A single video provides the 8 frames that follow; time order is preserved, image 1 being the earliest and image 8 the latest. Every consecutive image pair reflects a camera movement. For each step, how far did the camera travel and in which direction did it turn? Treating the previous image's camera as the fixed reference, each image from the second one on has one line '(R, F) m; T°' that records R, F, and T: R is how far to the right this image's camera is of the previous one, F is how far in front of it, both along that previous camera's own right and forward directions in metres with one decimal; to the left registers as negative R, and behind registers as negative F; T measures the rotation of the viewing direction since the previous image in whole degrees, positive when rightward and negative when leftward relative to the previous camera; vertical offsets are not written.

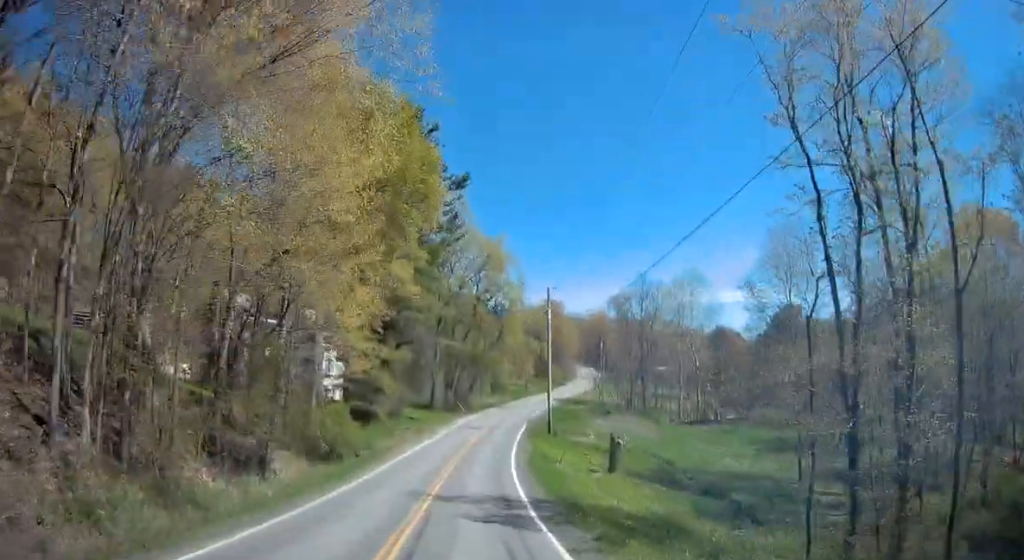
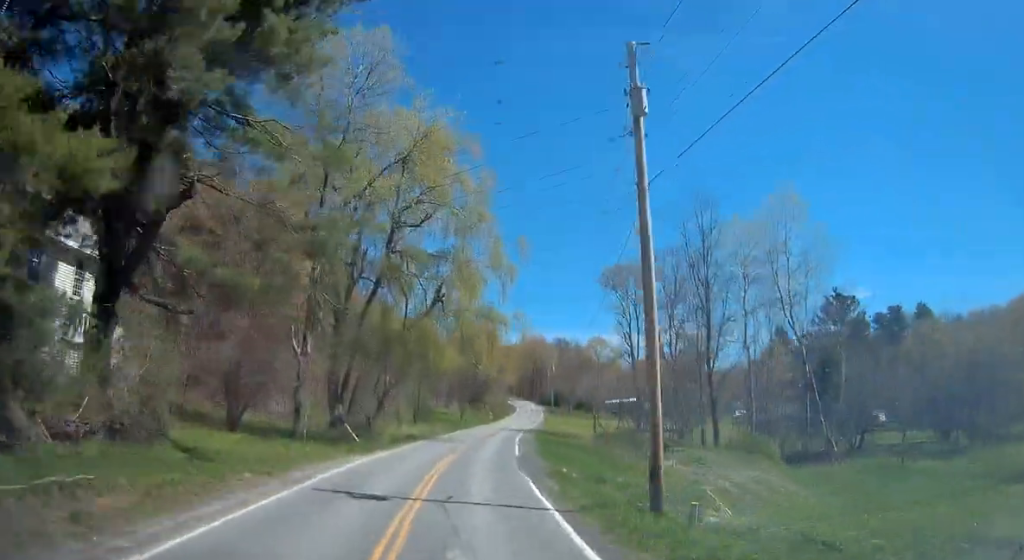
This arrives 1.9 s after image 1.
(+2.5, +36.2) m; +8°
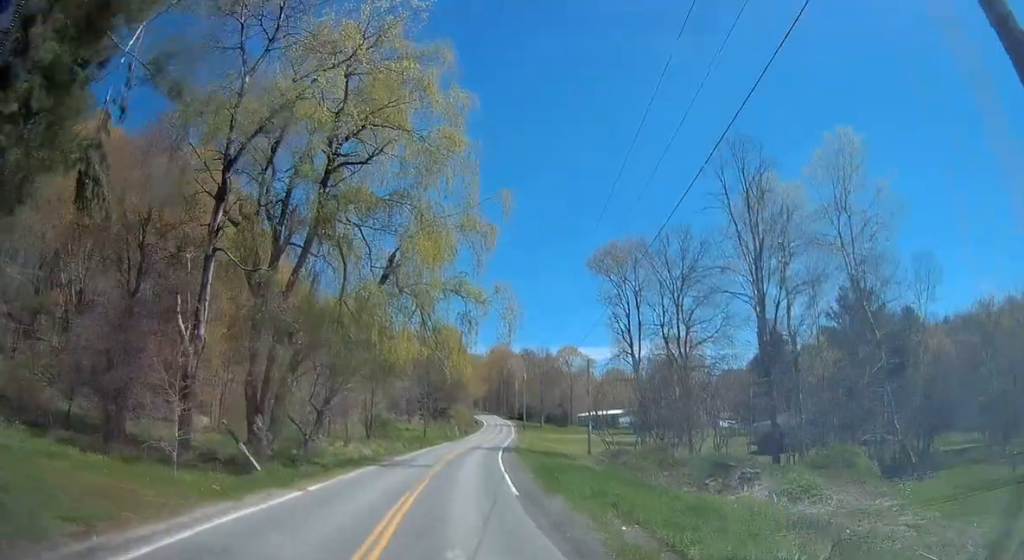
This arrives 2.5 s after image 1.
(+0.2, +11.3) m; +2°
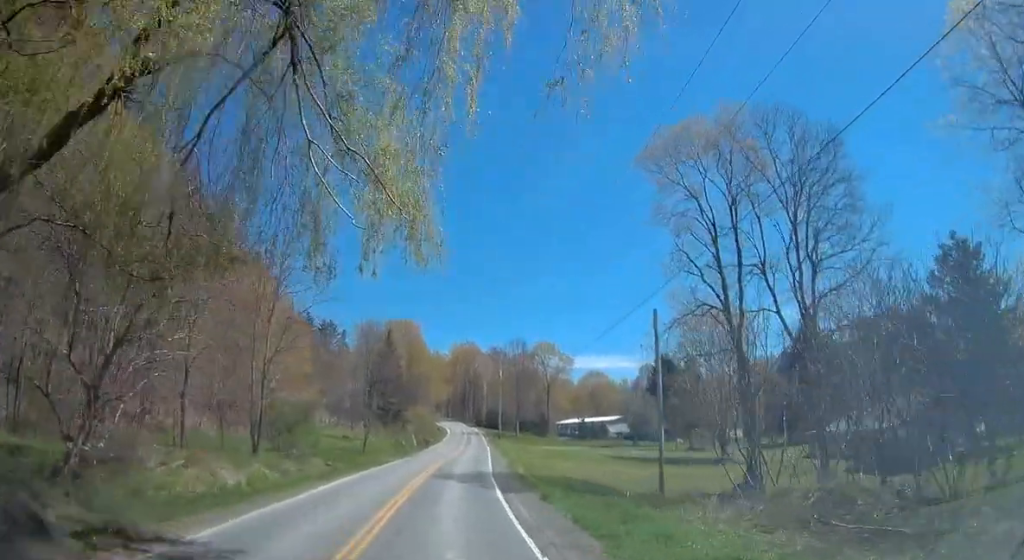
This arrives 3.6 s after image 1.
(+0.7, +22.9) m; +4°
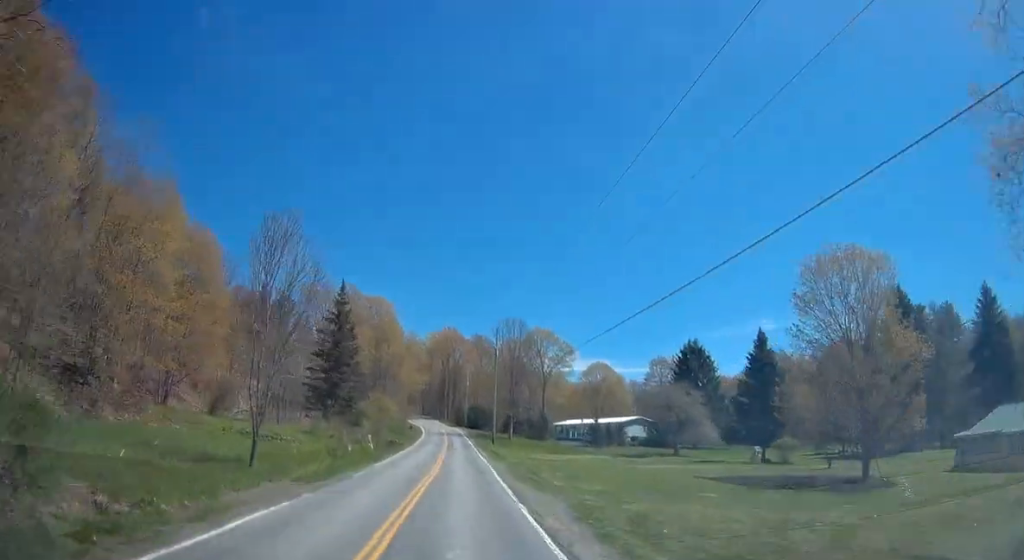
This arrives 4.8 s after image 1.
(+1.0, +24.4) m; +3°
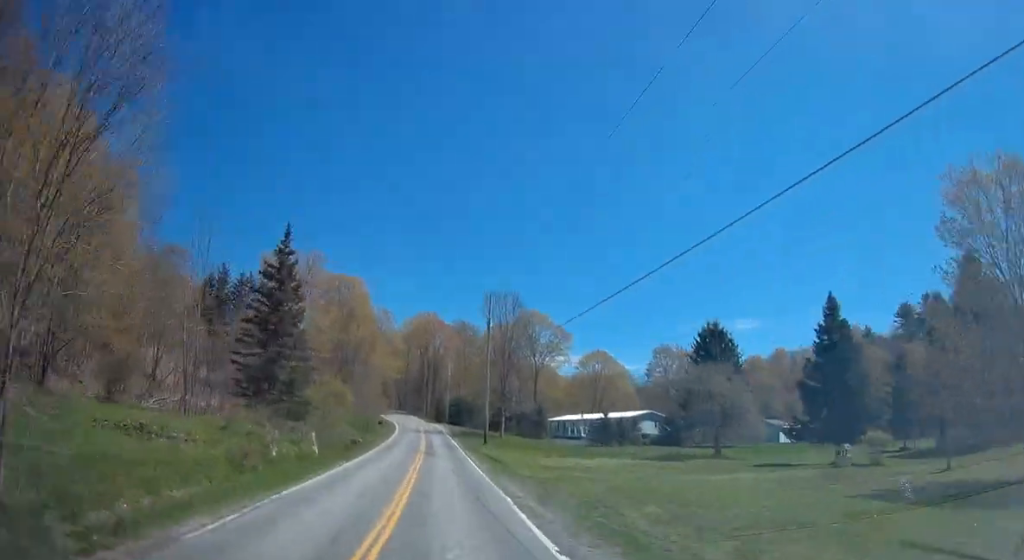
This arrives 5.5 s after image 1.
(+0.1, +15.1) m; +1°
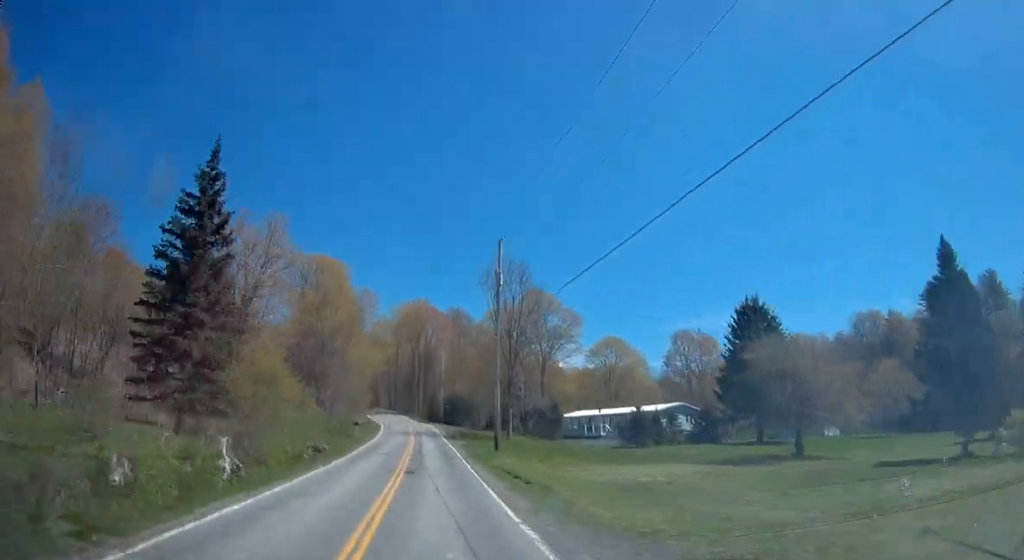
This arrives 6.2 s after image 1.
(-0.2, +13.8) m; +1°
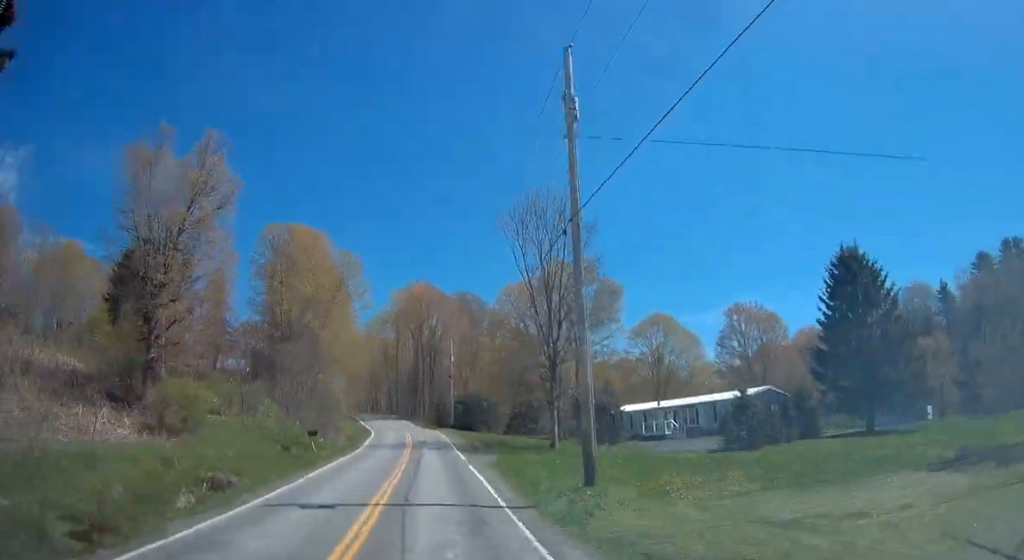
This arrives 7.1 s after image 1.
(+0.7, +19.3) m; 0°
